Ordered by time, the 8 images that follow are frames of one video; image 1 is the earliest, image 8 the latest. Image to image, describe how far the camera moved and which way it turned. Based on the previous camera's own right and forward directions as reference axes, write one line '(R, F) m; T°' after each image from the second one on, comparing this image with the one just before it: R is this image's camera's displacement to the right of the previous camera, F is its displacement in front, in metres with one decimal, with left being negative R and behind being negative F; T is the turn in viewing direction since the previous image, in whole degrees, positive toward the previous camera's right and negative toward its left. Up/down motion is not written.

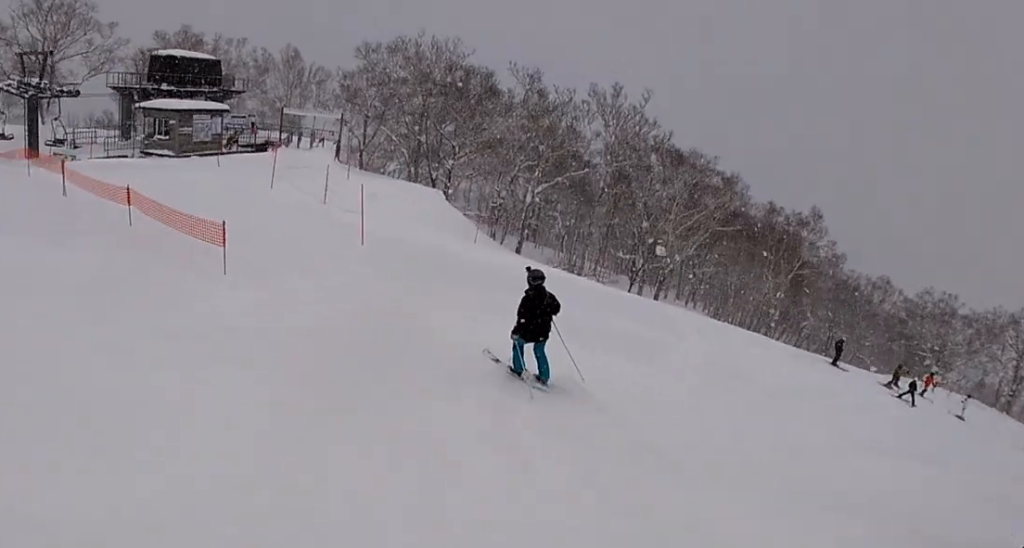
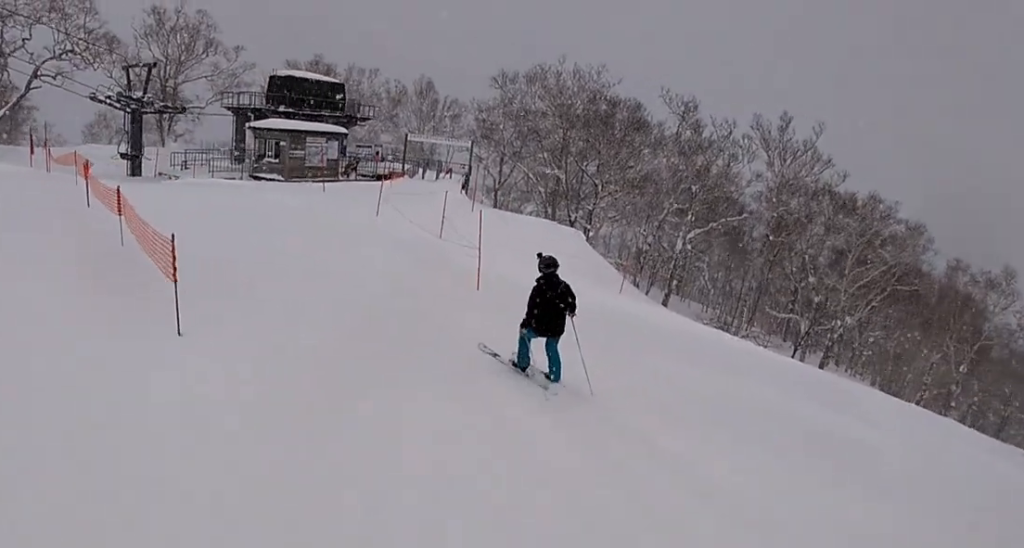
(+0.2, +4.2) m; -18°
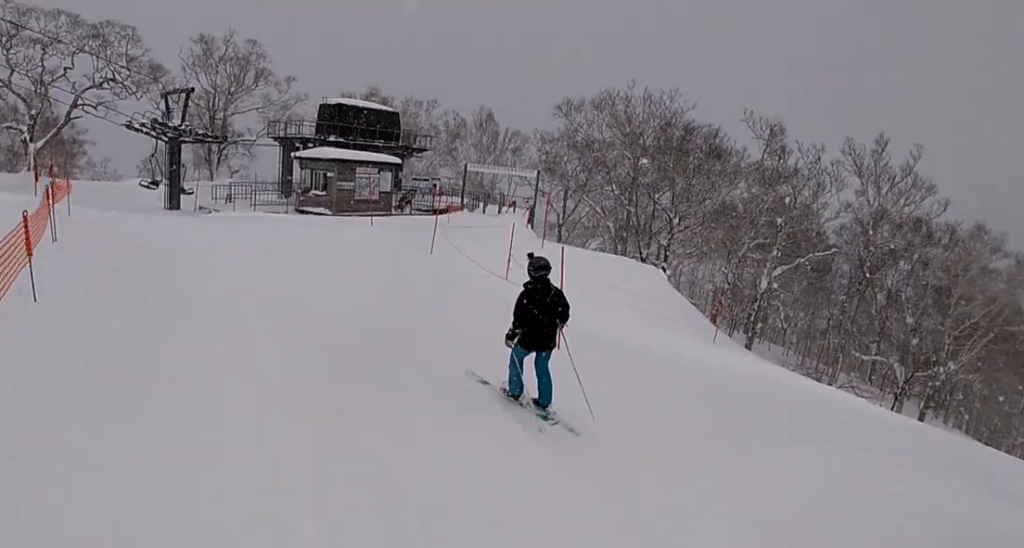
(-0.7, +2.5) m; -12°
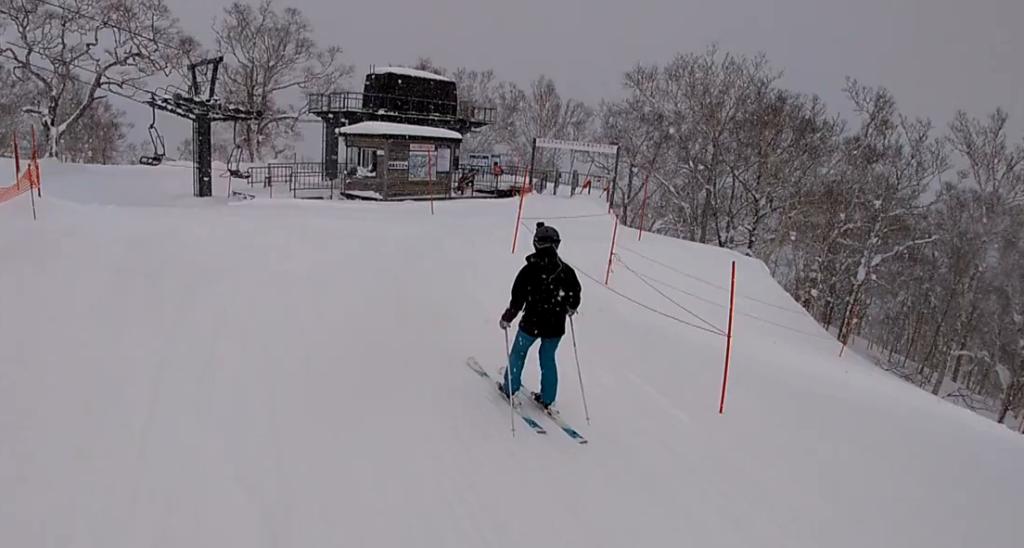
(-1.0, +3.3) m; -12°
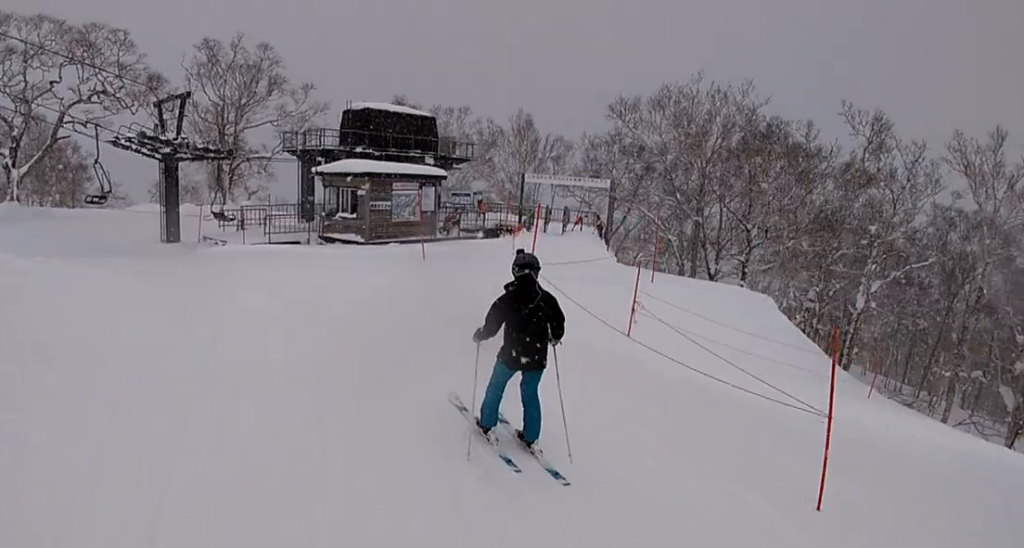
(+0.2, +1.9) m; +4°
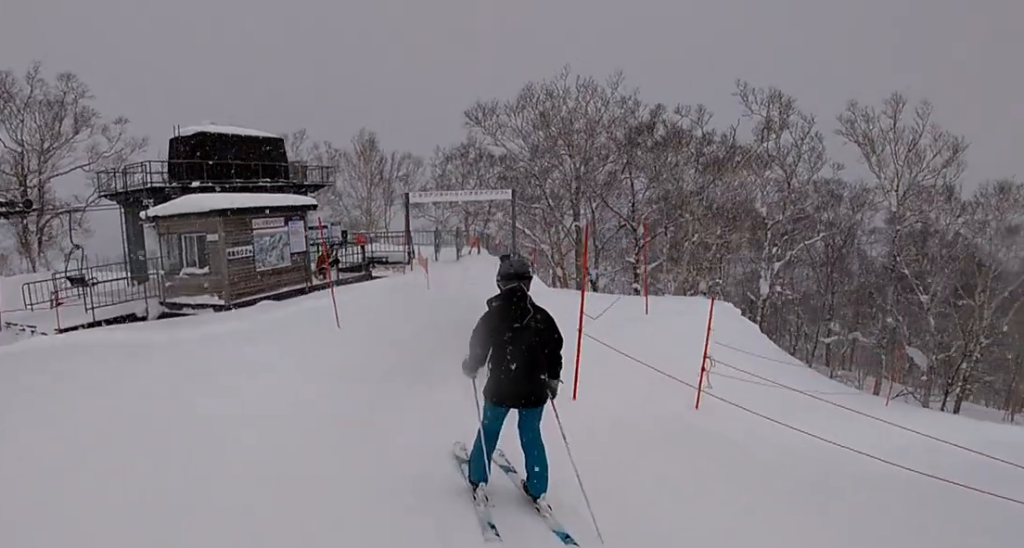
(+0.6, +5.6) m; +19°
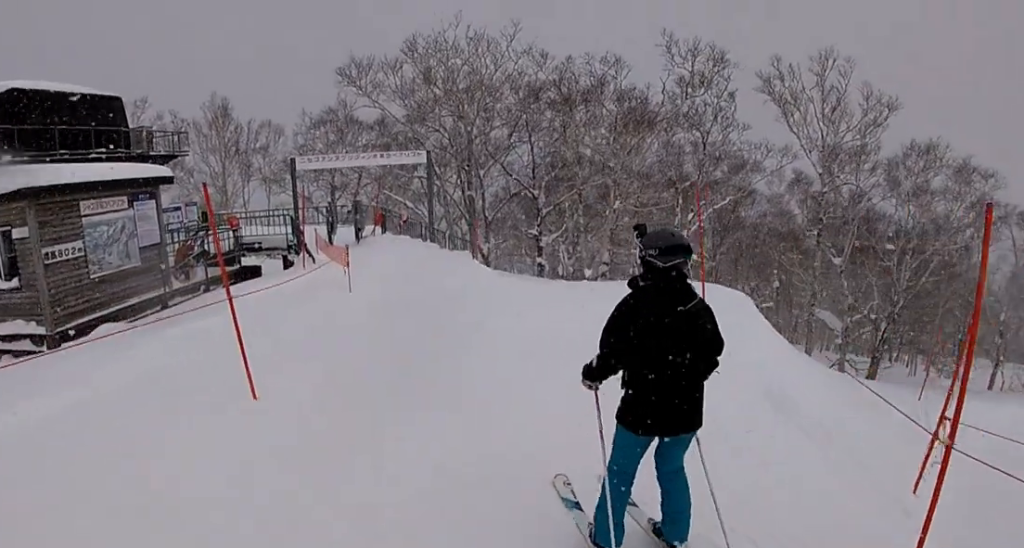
(+1.2, +5.3) m; +19°
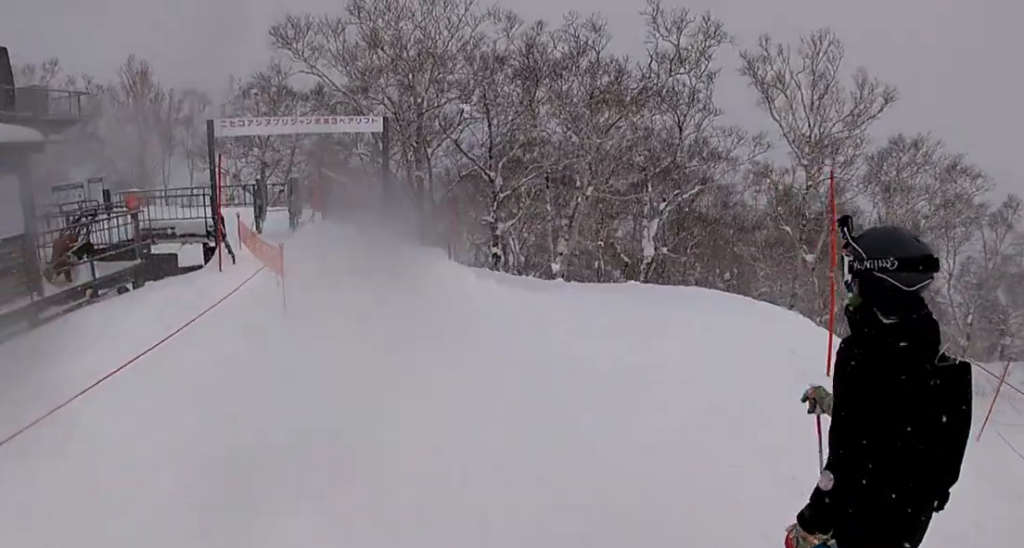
(0.0, +3.6) m; +1°
